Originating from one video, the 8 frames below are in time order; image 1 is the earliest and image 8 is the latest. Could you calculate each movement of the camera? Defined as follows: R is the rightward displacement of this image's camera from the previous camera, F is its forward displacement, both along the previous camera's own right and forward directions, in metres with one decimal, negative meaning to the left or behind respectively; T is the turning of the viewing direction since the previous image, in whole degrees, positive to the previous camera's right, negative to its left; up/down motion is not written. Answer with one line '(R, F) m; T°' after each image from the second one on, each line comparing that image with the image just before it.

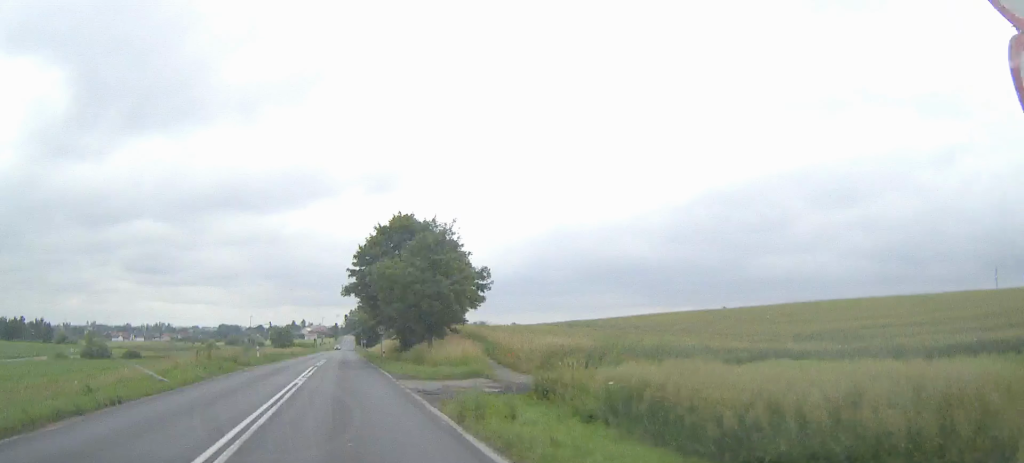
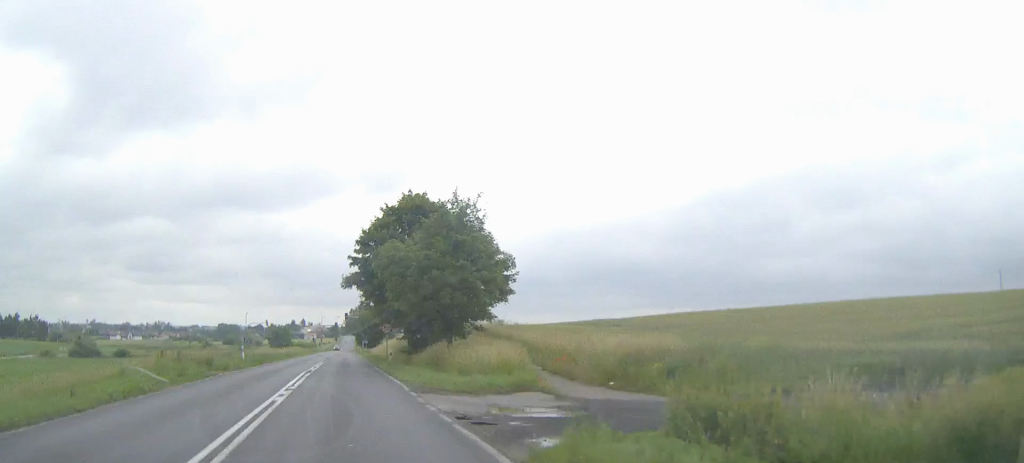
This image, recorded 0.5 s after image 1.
(+0.1, +7.9) m; 0°
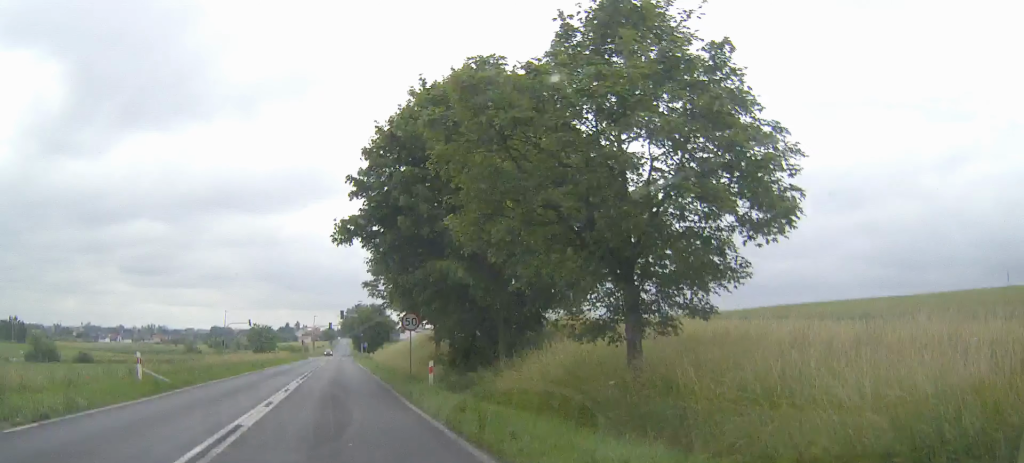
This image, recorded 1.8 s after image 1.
(0.0, +22.3) m; 0°
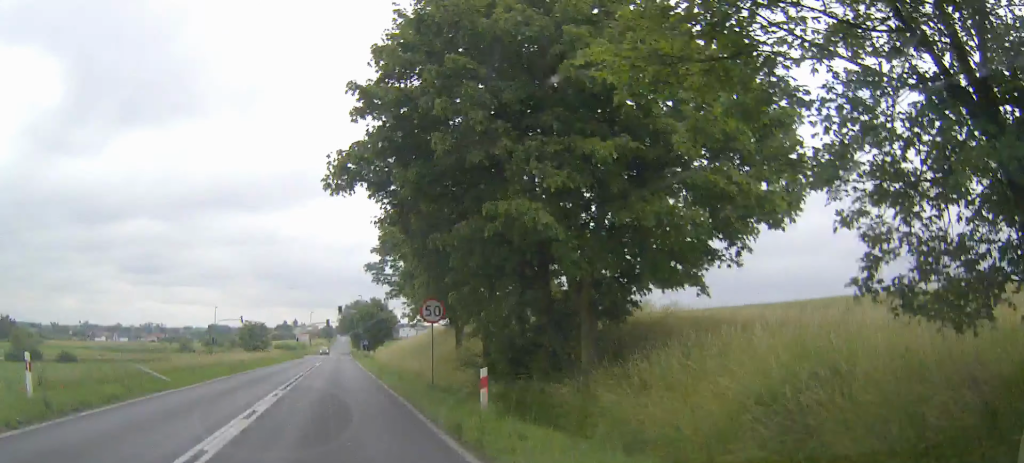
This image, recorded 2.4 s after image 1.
(0.0, +8.4) m; 0°
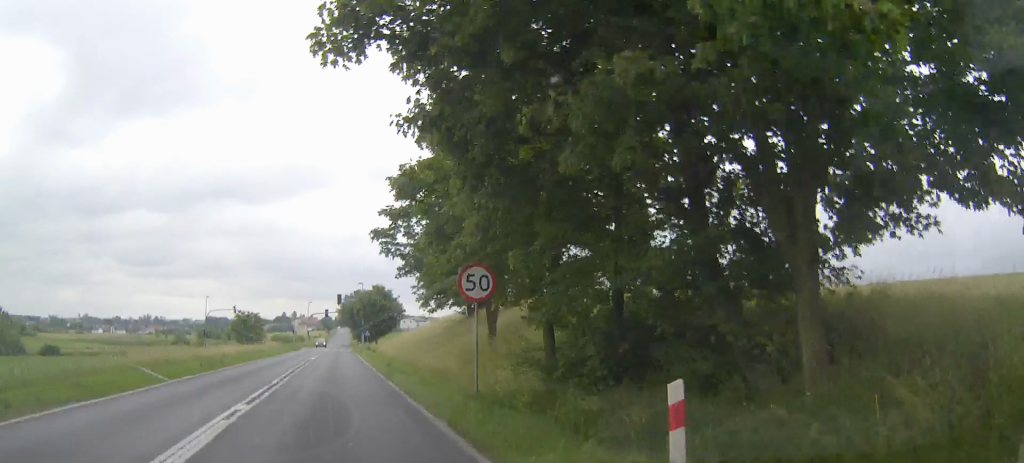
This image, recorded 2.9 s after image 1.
(0.0, +8.3) m; 0°
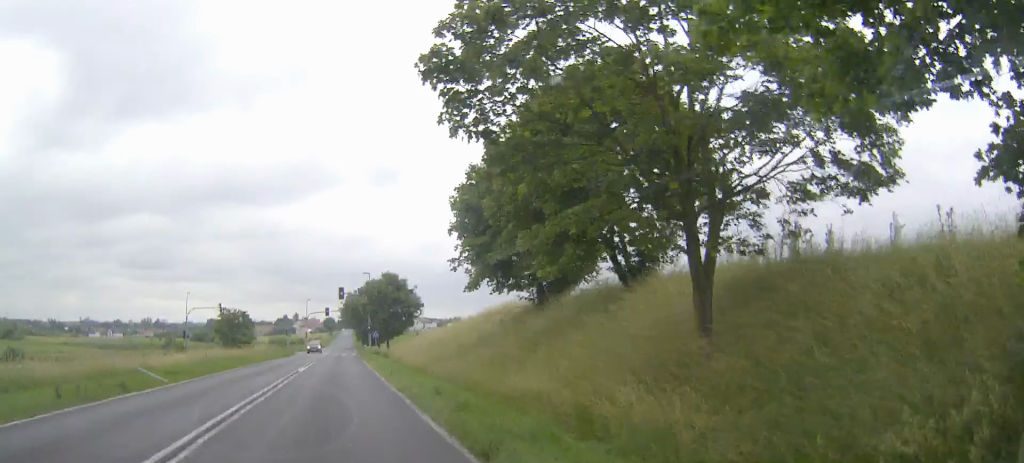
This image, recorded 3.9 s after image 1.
(0.0, +16.3) m; 0°
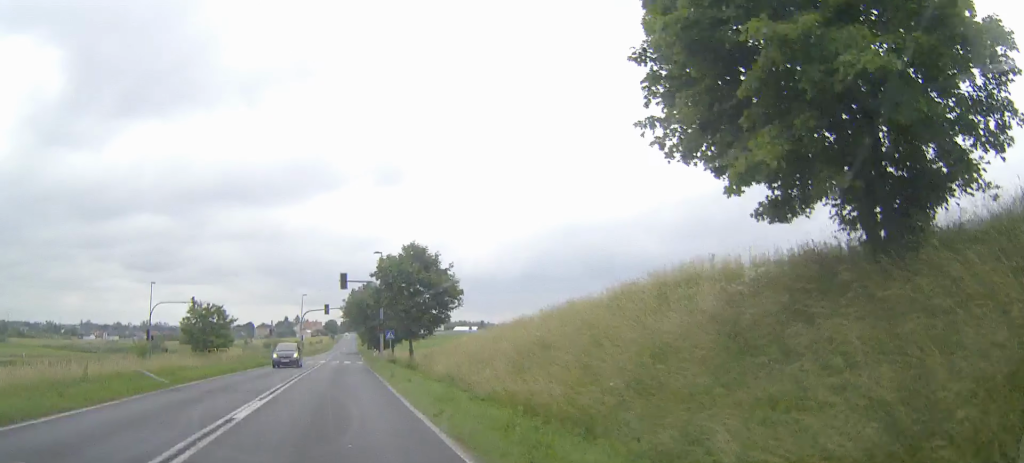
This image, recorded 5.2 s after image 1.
(+0.1, +19.5) m; 0°
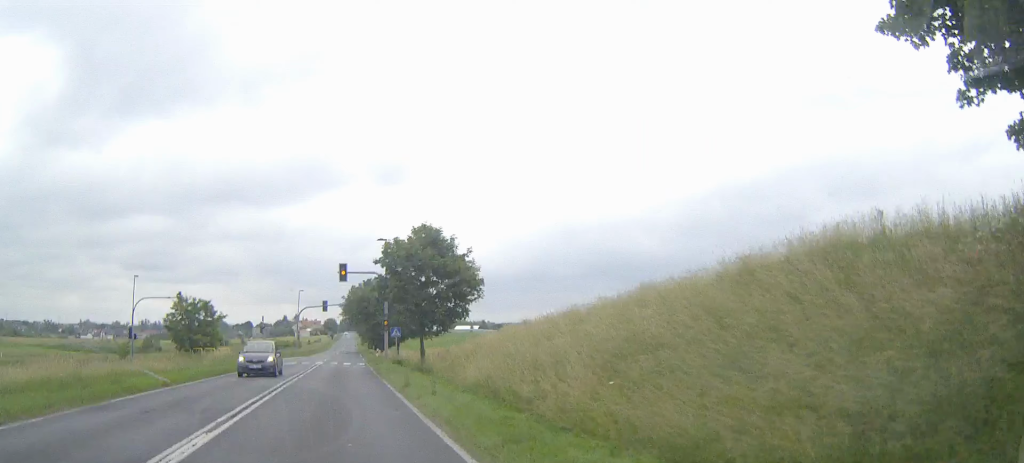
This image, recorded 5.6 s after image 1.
(0.0, +6.6) m; 0°
